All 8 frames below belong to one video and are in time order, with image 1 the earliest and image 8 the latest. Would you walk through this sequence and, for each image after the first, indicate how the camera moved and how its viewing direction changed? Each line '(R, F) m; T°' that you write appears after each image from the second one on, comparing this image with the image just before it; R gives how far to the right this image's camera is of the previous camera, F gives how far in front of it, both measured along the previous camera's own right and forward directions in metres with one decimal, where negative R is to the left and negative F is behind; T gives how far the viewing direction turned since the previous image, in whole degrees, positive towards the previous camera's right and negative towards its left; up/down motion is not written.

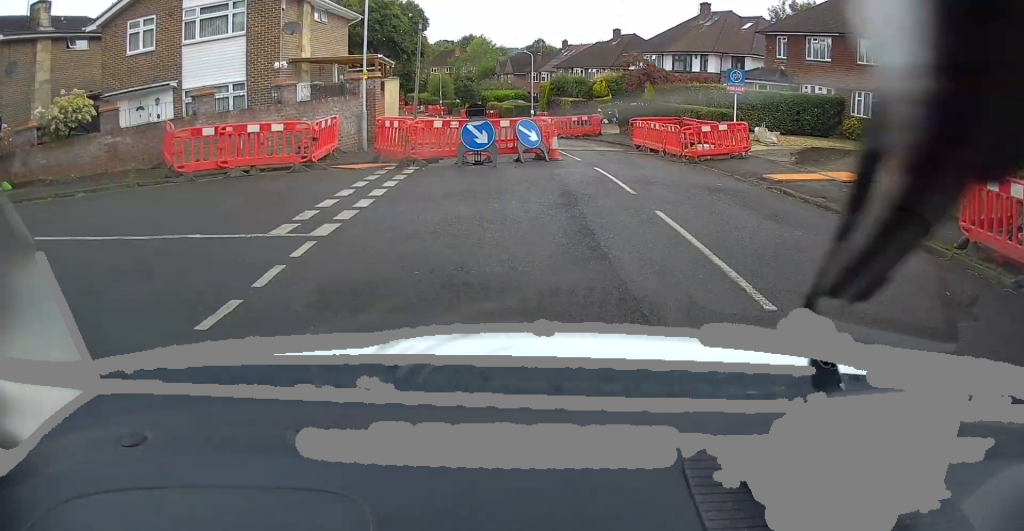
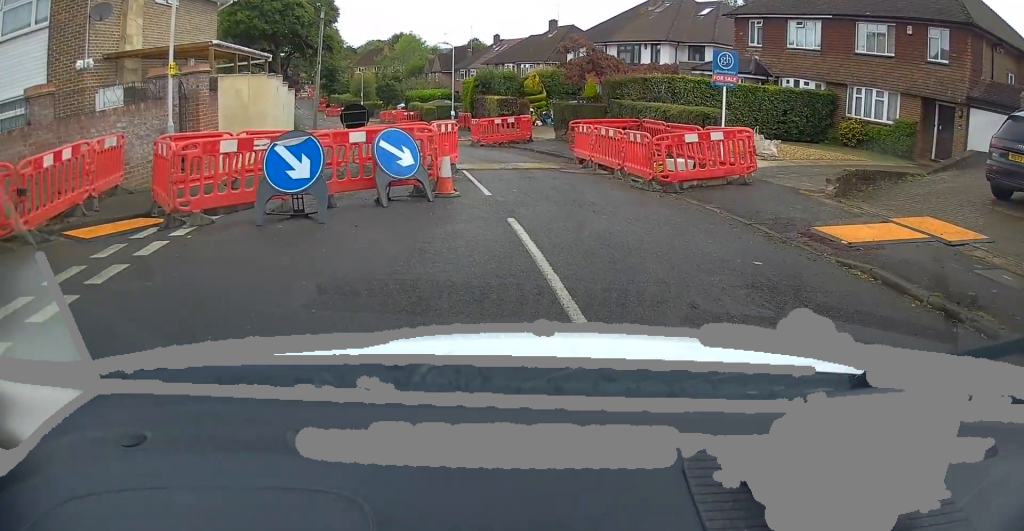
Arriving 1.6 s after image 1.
(+0.2, +7.7) m; +4°
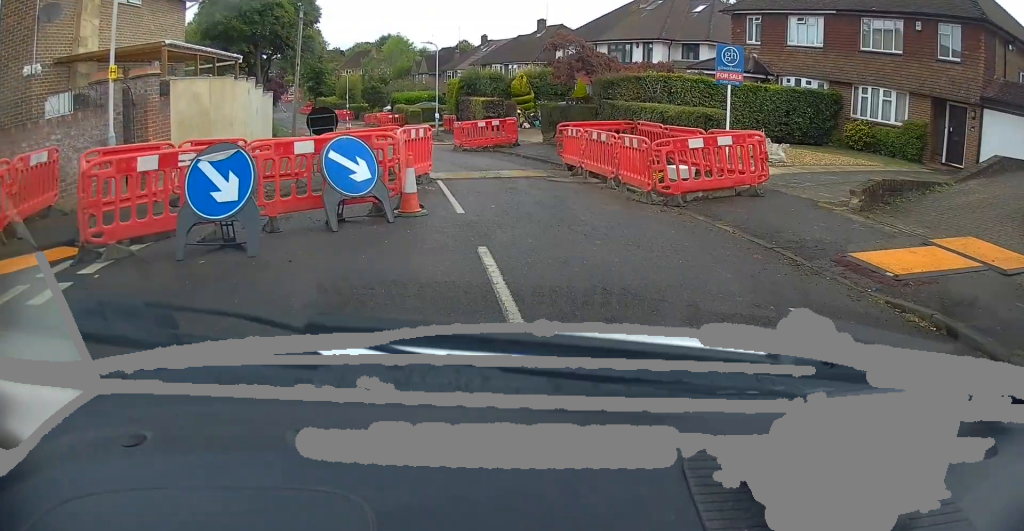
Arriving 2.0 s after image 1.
(0.0, +1.7) m; 0°
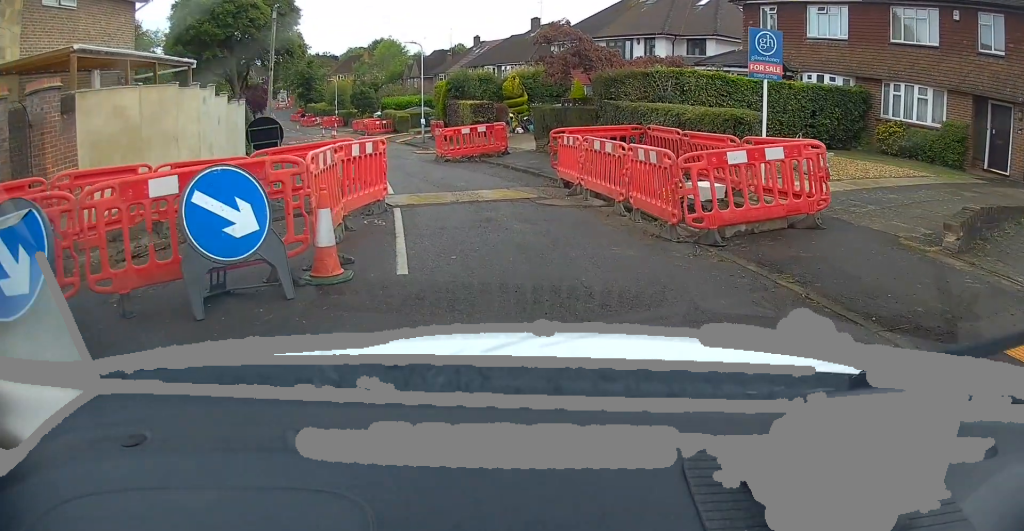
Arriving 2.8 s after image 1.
(0.0, +3.1) m; 0°
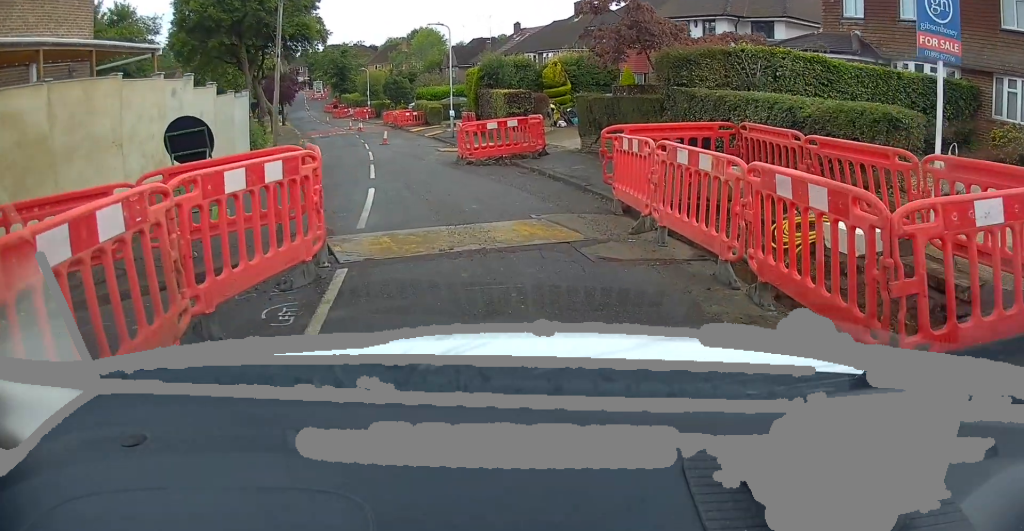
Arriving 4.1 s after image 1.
(0.0, +4.8) m; -4°
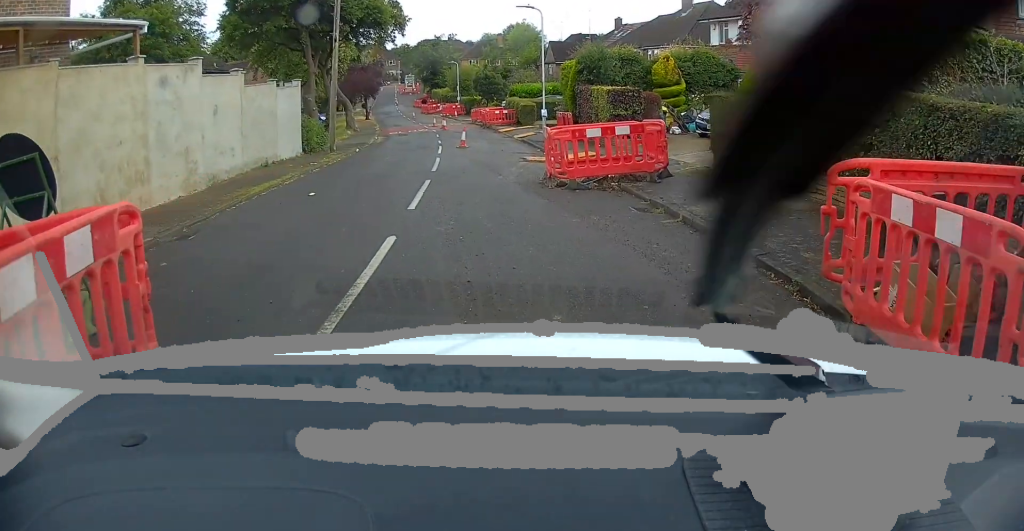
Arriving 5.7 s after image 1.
(-0.5, +4.9) m; -12°
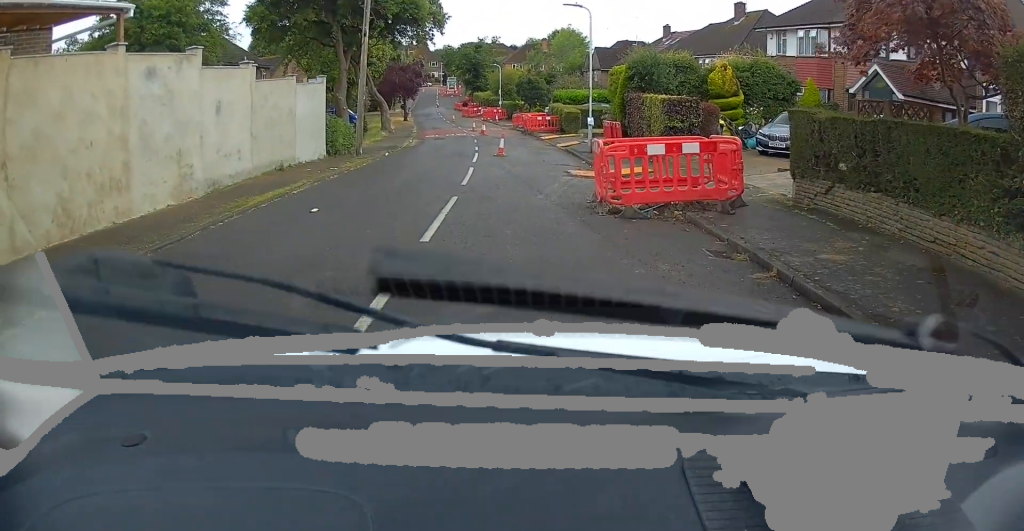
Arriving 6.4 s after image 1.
(0.0, +2.0) m; -5°
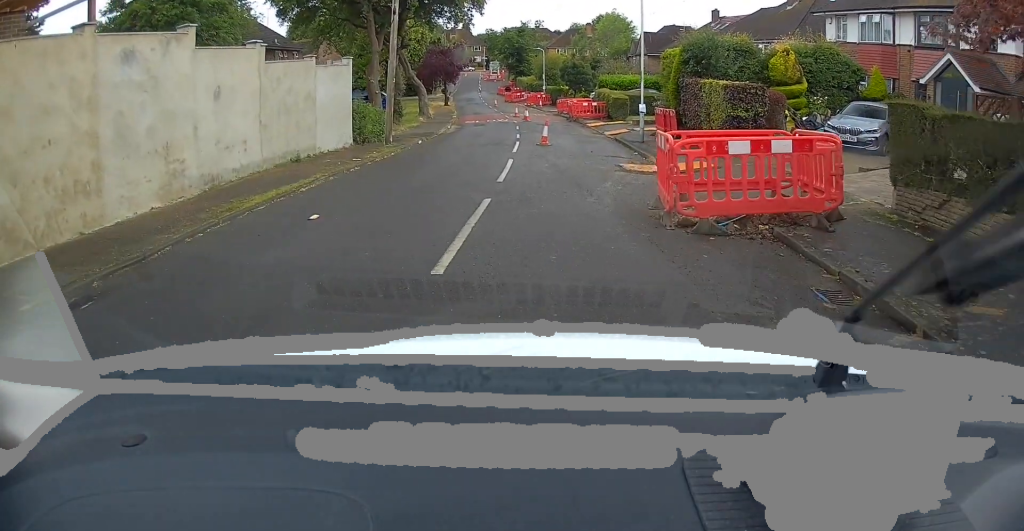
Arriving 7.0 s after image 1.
(-0.1, +2.0) m; -4°
